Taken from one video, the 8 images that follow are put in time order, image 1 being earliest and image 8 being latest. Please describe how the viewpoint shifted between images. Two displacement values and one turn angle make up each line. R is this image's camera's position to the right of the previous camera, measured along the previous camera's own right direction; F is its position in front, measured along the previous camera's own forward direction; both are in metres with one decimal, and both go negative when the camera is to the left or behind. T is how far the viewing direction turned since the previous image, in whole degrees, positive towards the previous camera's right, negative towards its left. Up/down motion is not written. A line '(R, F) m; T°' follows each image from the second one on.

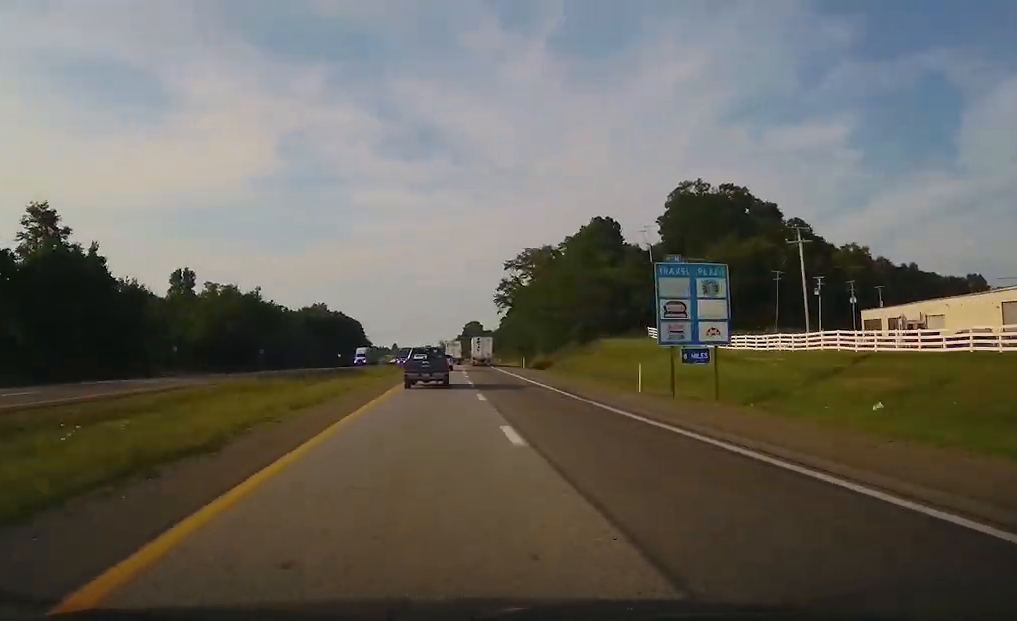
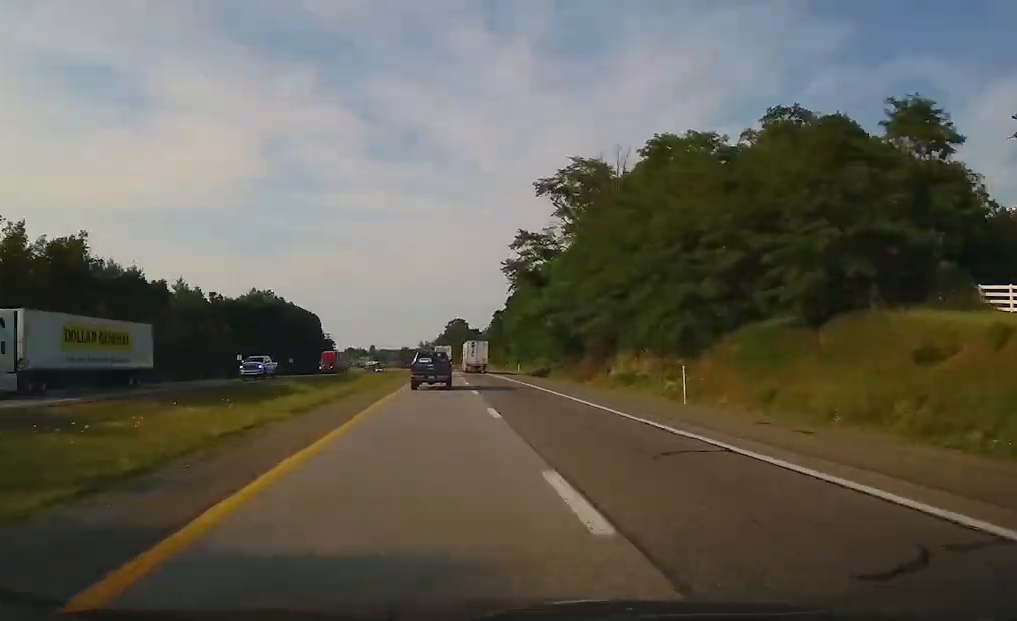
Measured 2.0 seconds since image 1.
(+0.4, +55.0) m; 0°
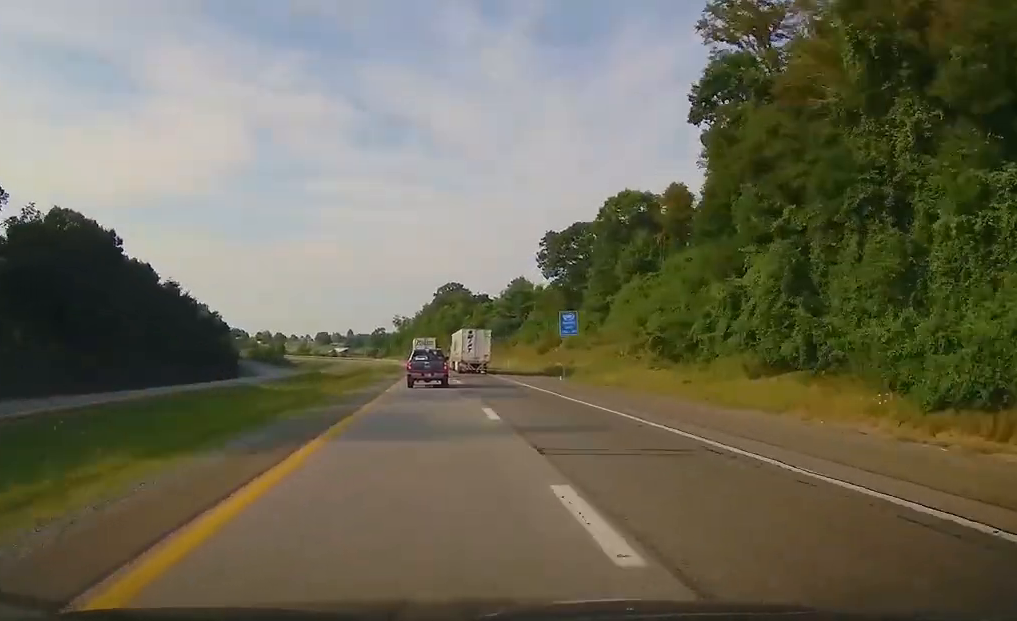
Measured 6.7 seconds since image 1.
(-0.3, +134.2) m; -3°
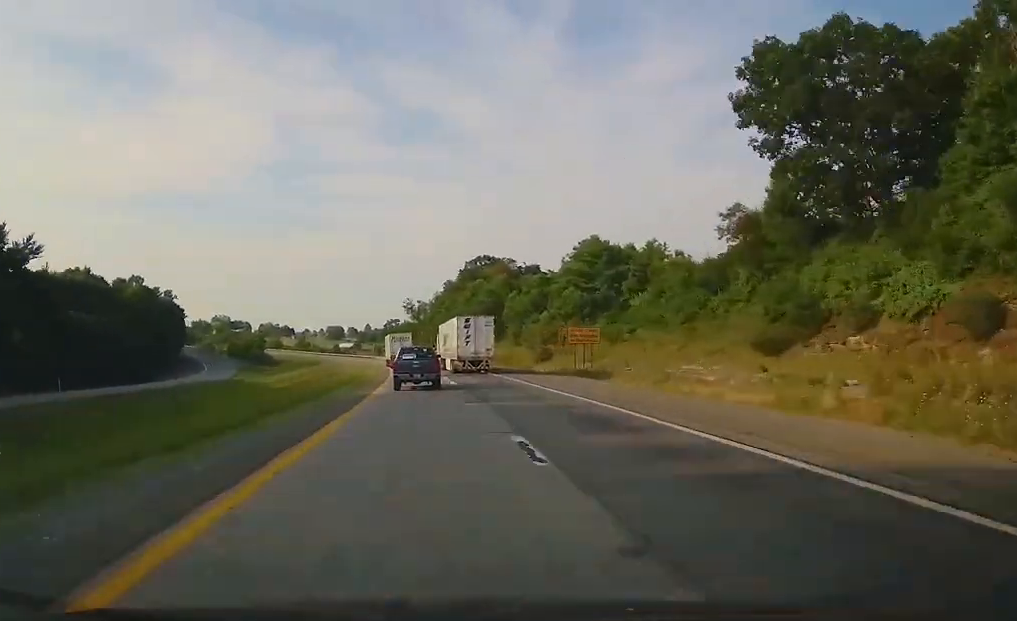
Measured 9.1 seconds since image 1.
(-0.8, +71.1) m; -3°
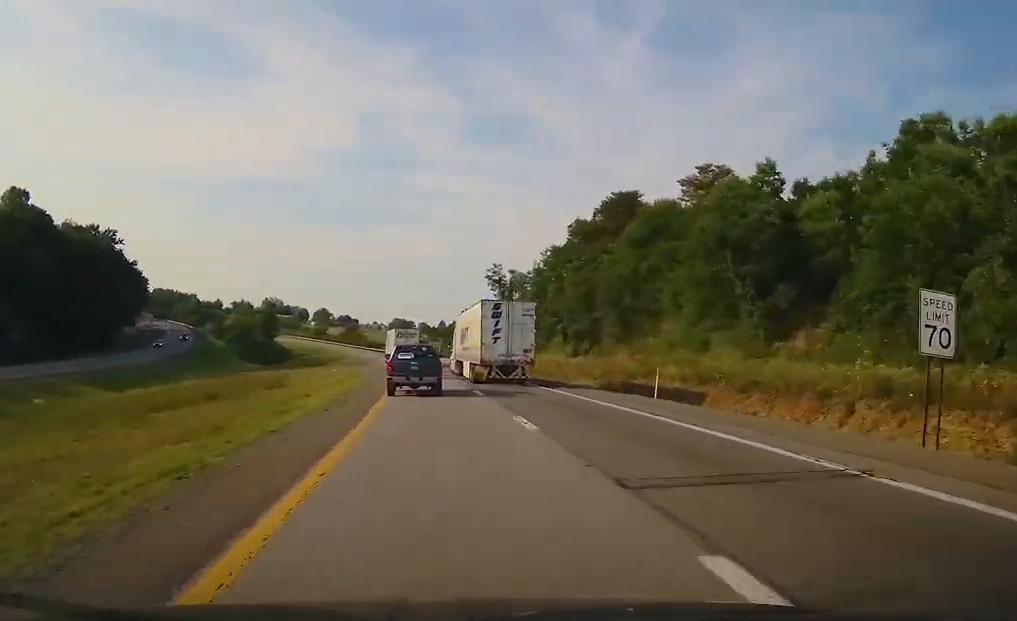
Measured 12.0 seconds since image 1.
(-1.9, +87.5) m; -6°
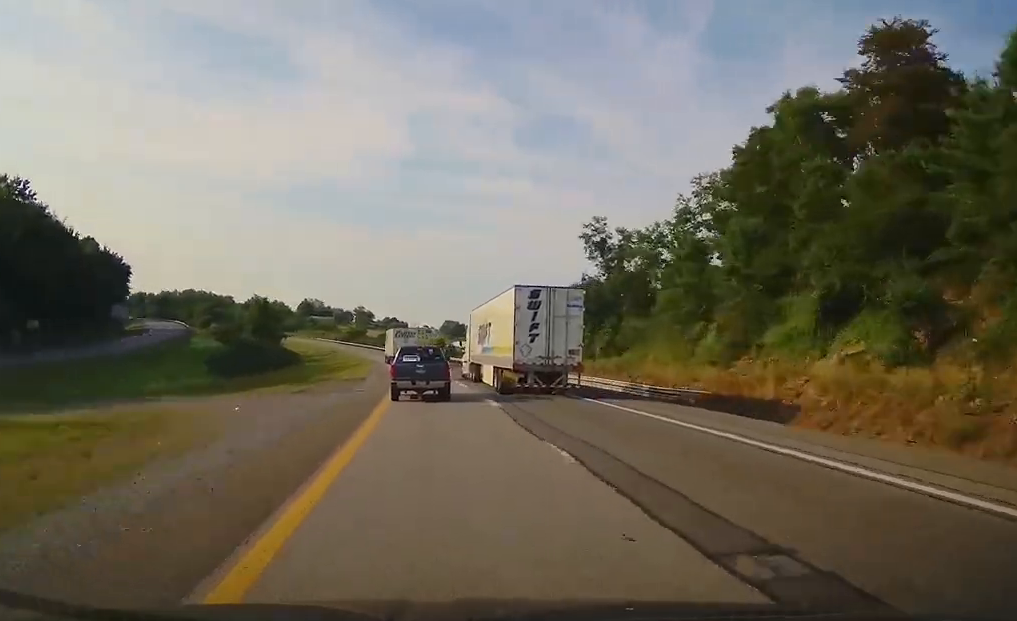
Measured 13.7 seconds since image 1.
(-4.5, +52.1) m; -4°
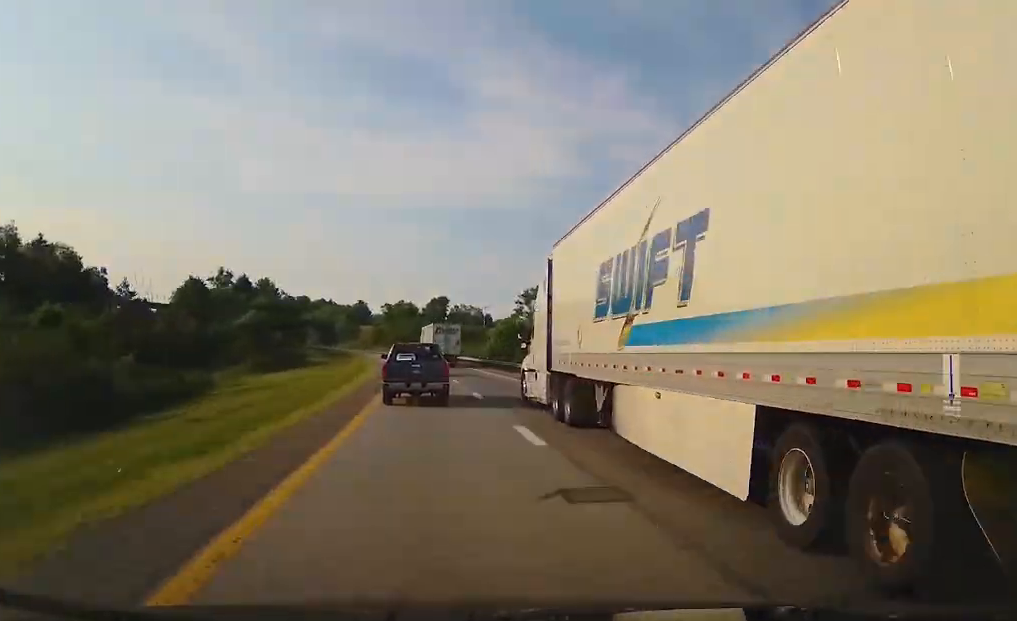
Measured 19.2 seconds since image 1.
(-19.9, +165.2) m; -14°
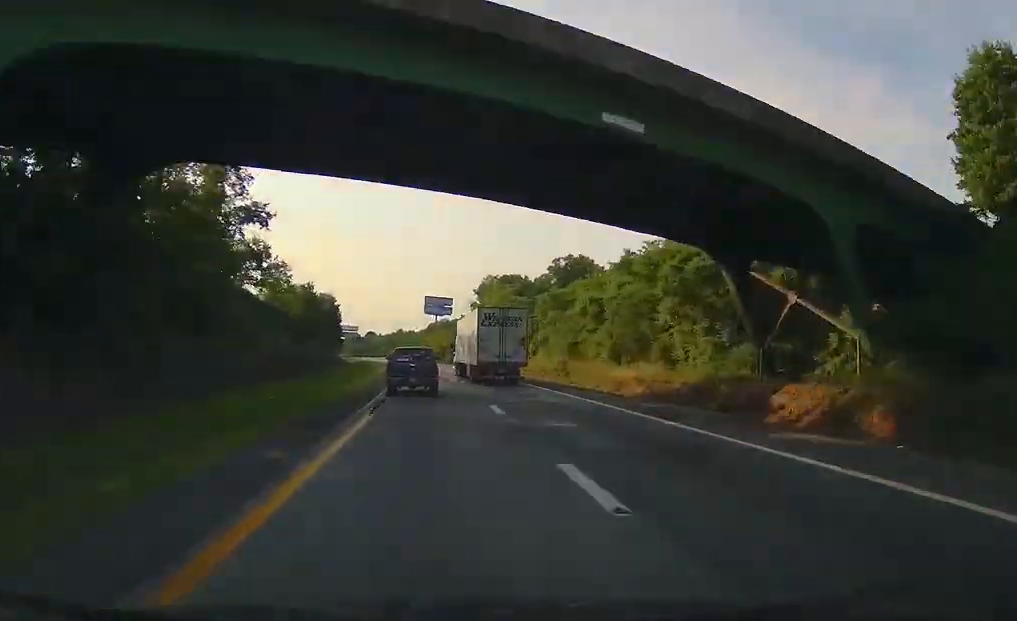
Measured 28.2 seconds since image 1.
(-52.4, +277.3) m; -20°
